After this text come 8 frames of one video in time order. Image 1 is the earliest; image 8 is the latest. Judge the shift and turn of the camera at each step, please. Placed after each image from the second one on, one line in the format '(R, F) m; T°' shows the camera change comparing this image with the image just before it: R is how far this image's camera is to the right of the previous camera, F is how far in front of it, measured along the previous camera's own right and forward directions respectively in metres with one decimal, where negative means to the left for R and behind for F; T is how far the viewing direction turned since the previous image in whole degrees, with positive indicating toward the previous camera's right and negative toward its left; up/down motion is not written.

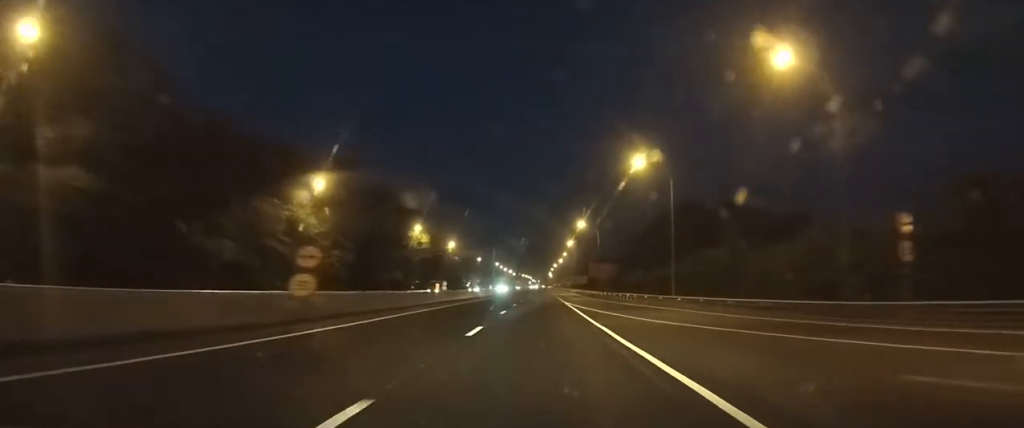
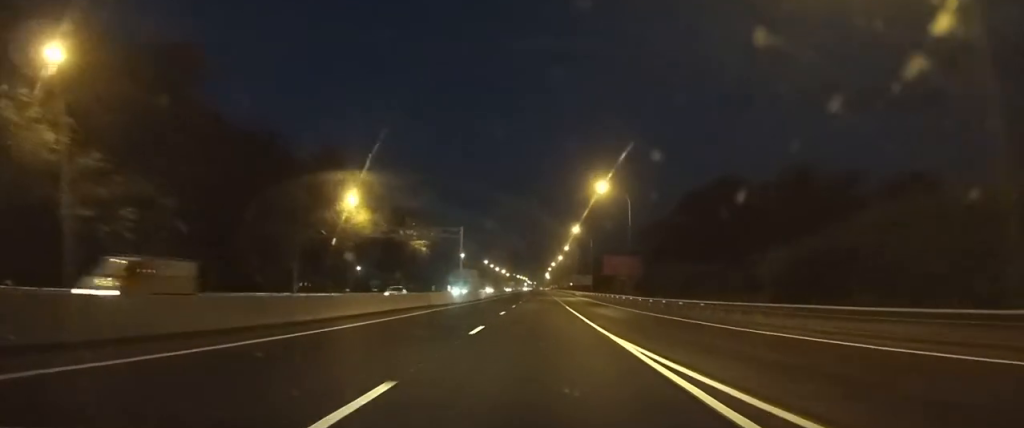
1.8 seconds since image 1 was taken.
(+0.2, +36.0) m; 0°
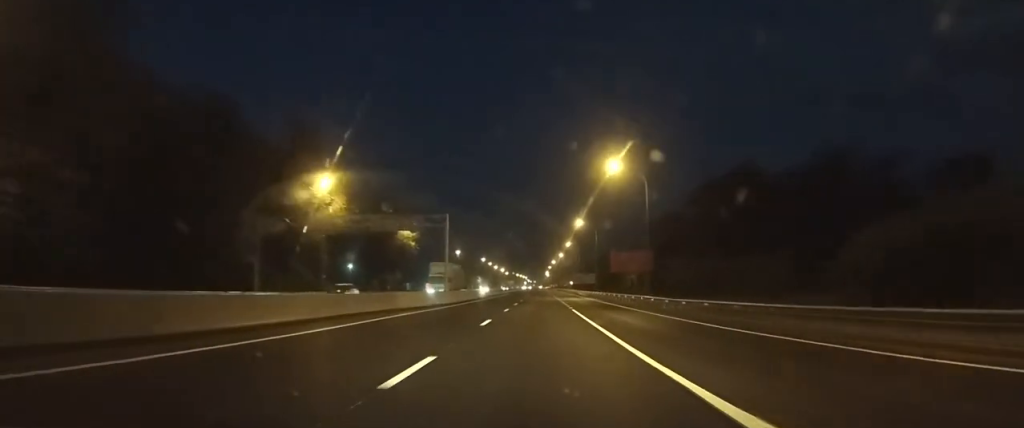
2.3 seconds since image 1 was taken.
(0.0, +9.0) m; 0°
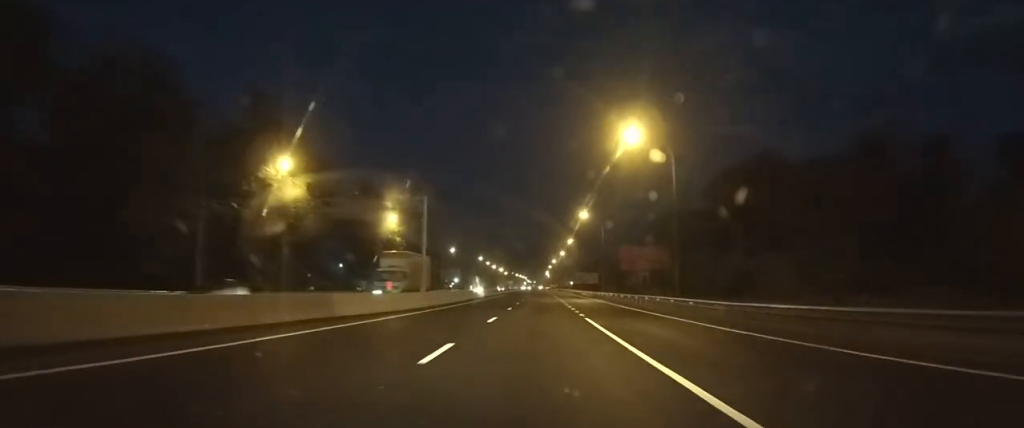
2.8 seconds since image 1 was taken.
(0.0, +9.7) m; 0°
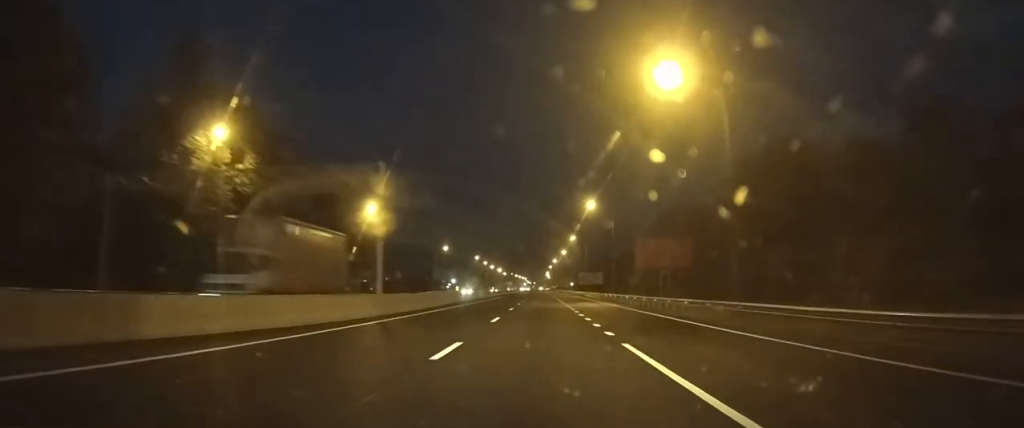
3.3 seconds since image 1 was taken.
(0.0, +10.8) m; 0°
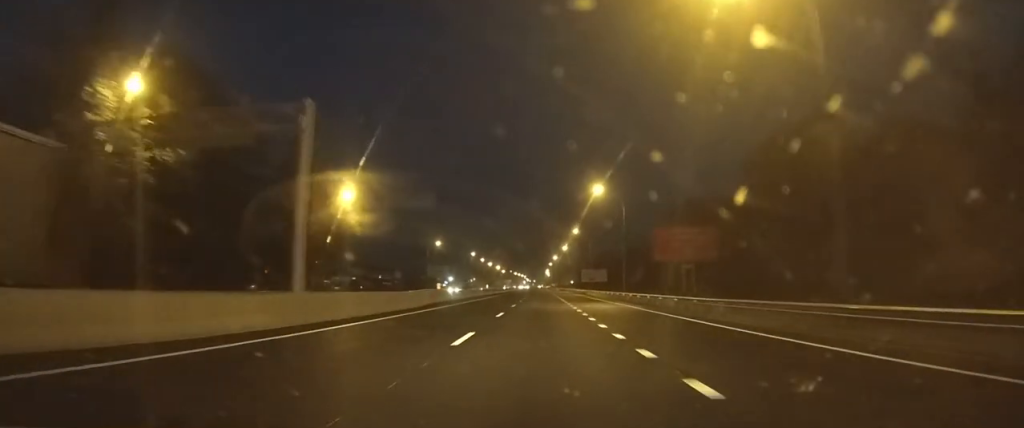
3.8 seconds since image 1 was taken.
(0.0, +9.5) m; 0°
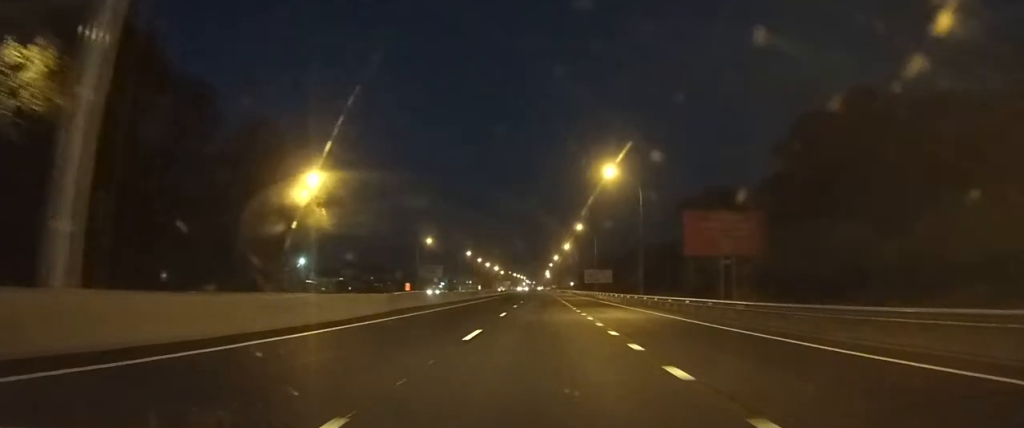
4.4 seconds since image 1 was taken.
(0.0, +9.9) m; 0°
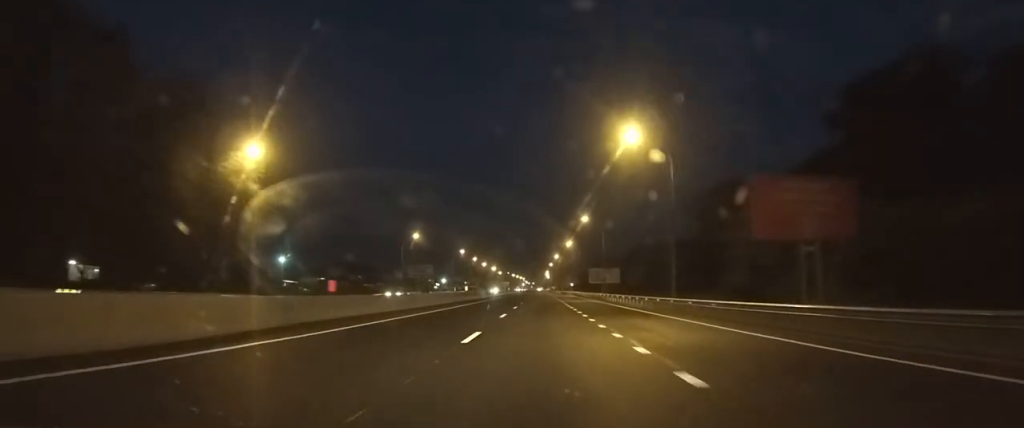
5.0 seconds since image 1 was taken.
(0.0, +11.5) m; 0°
